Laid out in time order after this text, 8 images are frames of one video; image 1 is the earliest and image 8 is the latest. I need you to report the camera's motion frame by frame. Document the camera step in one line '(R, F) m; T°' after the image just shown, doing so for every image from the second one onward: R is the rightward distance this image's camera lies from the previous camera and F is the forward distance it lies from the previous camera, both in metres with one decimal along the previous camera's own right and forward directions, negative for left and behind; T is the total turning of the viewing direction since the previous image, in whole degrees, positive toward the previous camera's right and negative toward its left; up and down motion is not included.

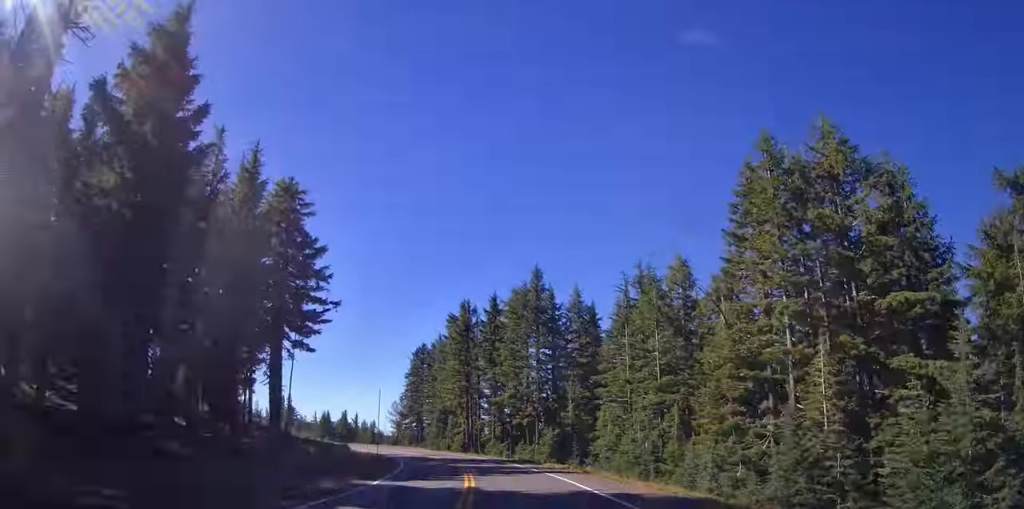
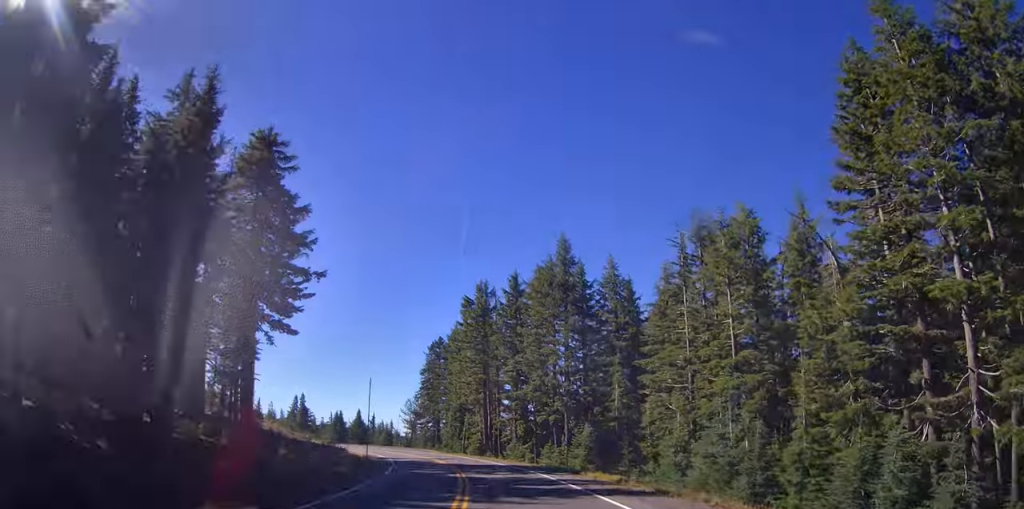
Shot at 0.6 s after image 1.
(-0.8, +10.5) m; -3°
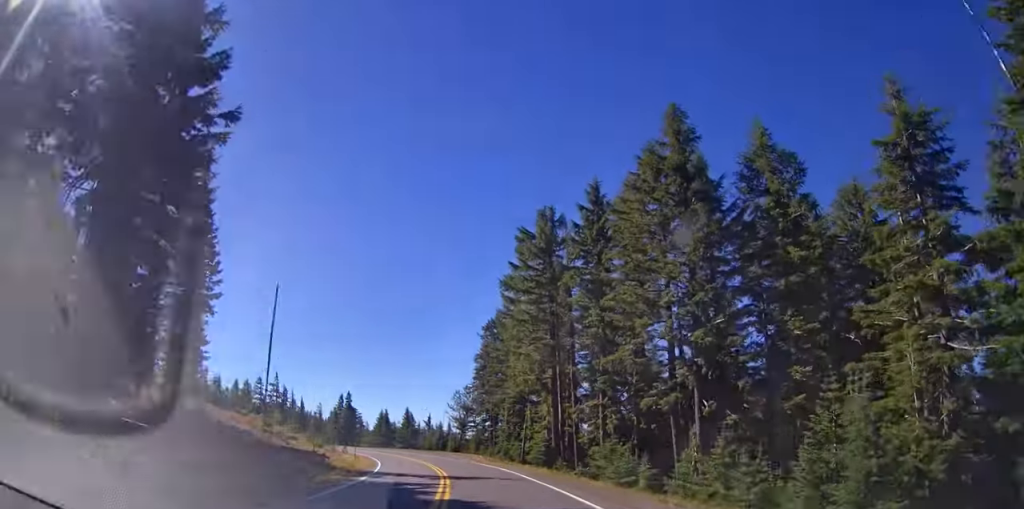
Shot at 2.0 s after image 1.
(-0.8, +24.5) m; -4°
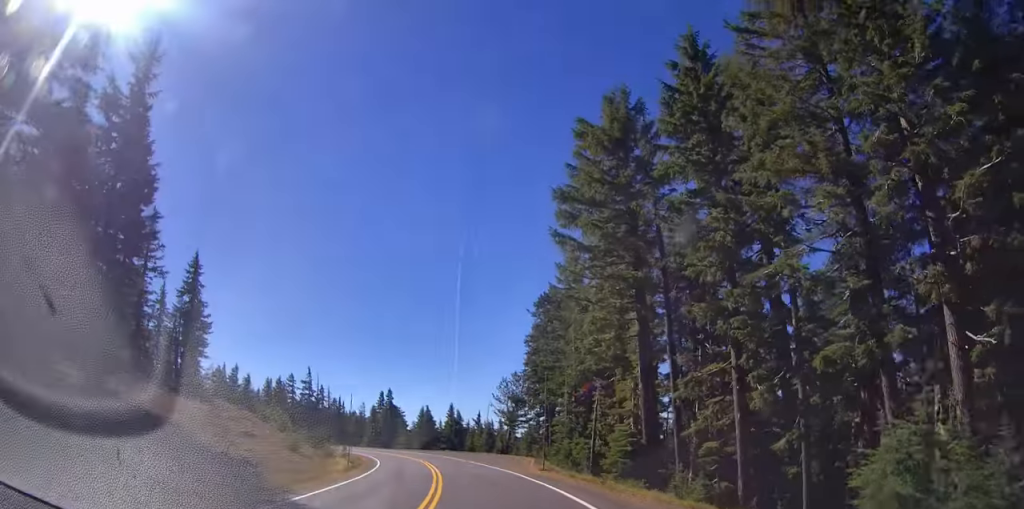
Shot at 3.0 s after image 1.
(-0.7, +17.1) m; -6°
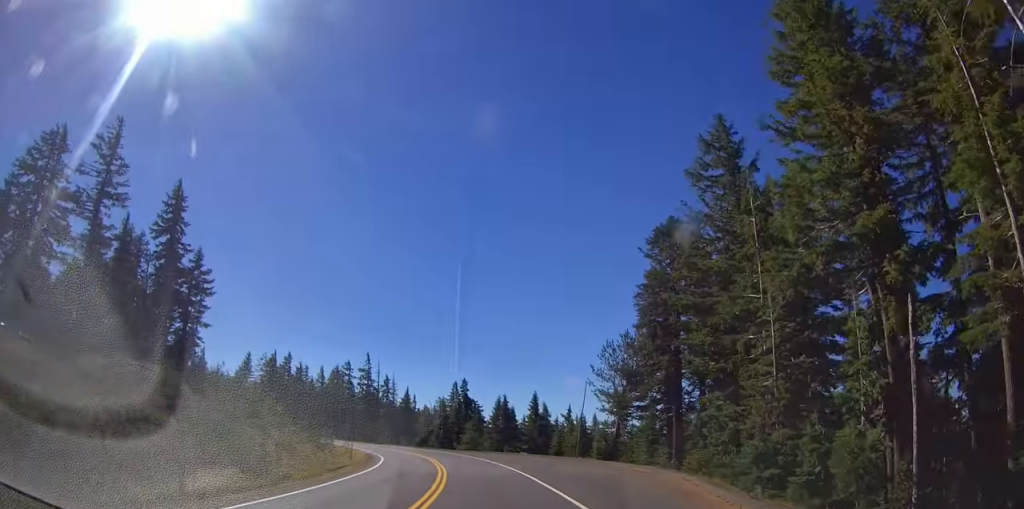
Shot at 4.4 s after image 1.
(-2.1, +25.7) m; -7°
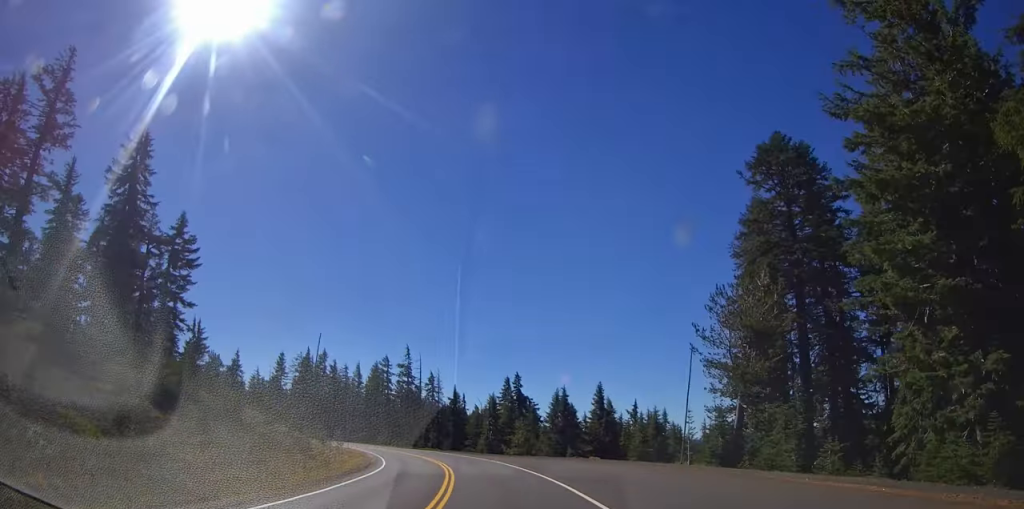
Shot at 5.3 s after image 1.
(-0.5, +15.9) m; -6°
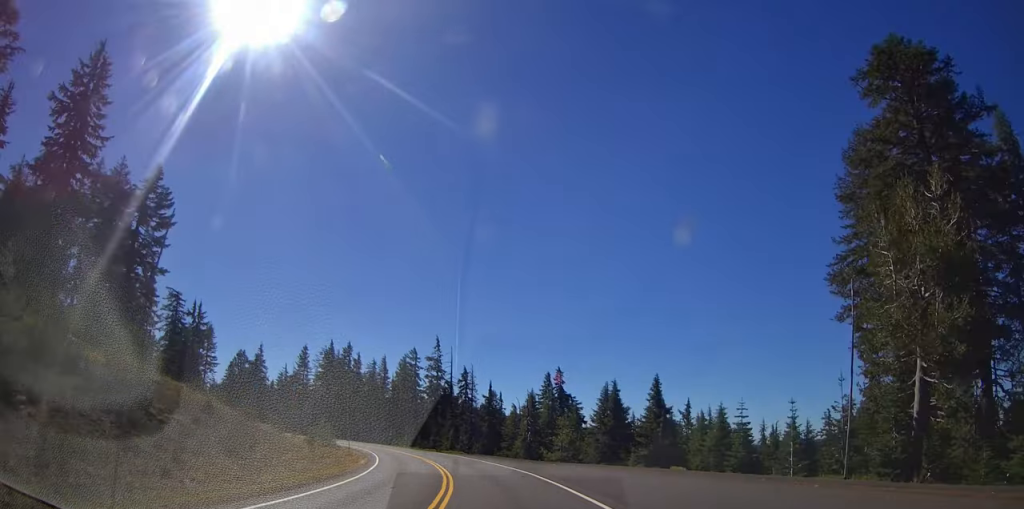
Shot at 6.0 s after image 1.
(-0.4, +12.5) m; -6°
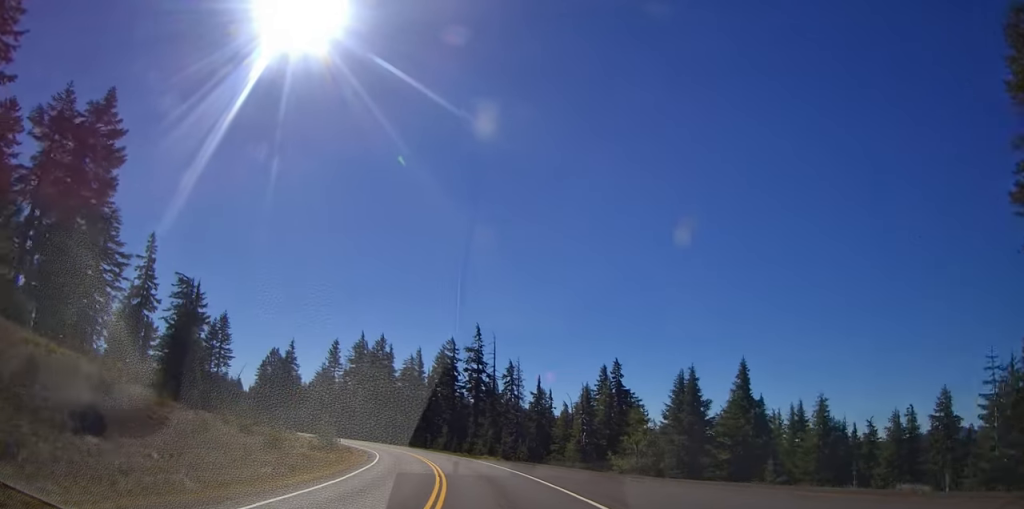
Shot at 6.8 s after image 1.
(-1.2, +13.9) m; -4°
